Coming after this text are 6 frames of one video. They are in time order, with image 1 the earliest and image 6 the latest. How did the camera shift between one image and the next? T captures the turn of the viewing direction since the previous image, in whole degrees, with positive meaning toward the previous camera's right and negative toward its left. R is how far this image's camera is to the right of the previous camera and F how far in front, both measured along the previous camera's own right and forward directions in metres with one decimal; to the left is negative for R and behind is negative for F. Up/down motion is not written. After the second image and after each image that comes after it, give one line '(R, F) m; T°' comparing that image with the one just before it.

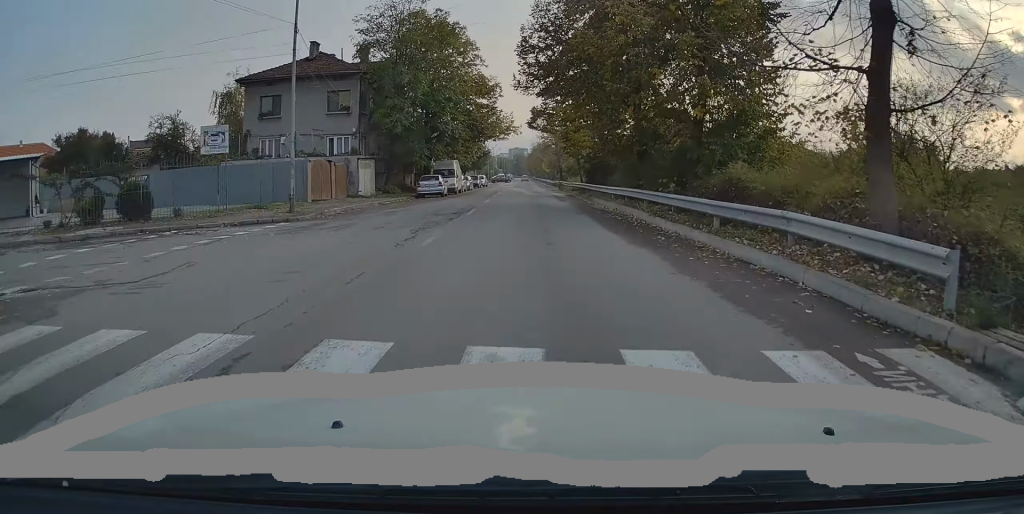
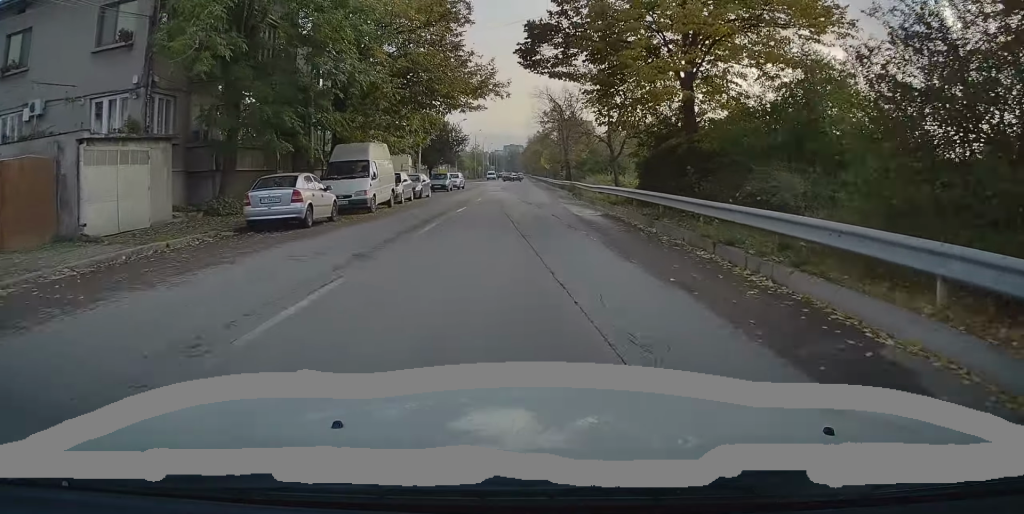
(-0.2, +24.4) m; 0°
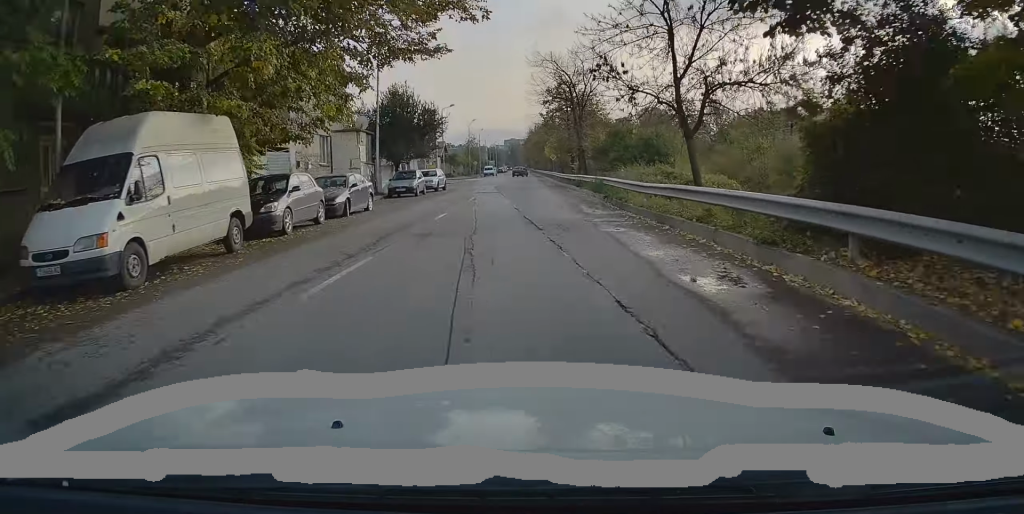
(+0.1, +14.5) m; 0°
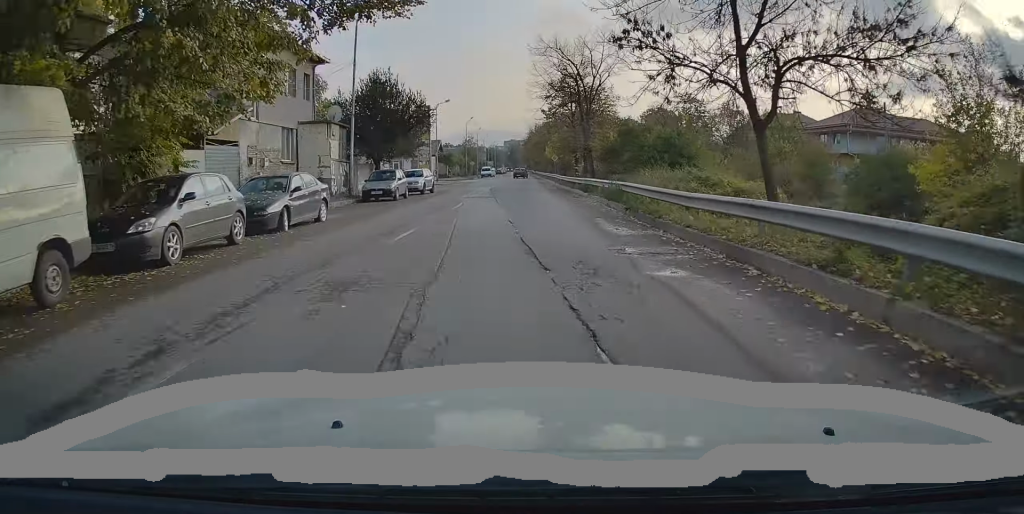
(+0.1, +5.2) m; 0°
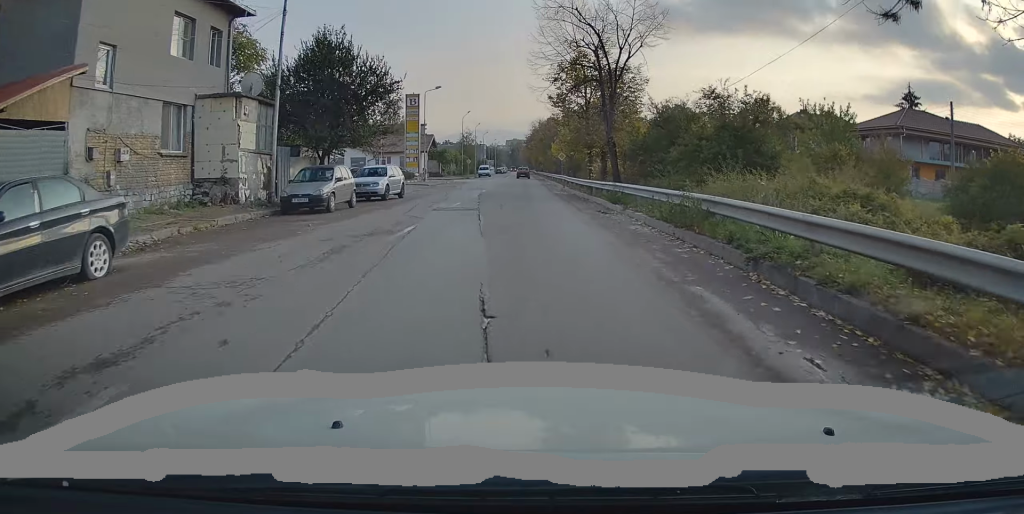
(-0.2, +9.8) m; 0°
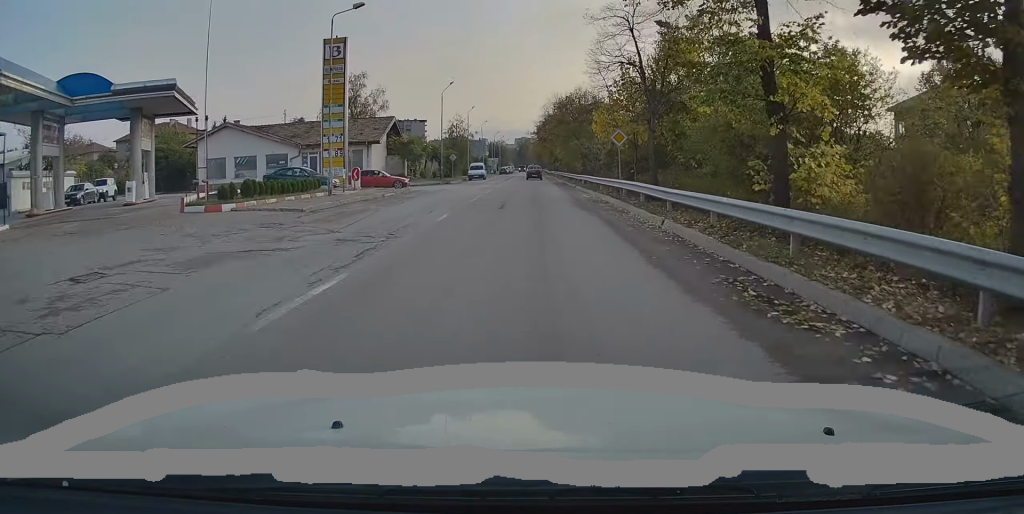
(-0.1, +31.1) m; -1°
